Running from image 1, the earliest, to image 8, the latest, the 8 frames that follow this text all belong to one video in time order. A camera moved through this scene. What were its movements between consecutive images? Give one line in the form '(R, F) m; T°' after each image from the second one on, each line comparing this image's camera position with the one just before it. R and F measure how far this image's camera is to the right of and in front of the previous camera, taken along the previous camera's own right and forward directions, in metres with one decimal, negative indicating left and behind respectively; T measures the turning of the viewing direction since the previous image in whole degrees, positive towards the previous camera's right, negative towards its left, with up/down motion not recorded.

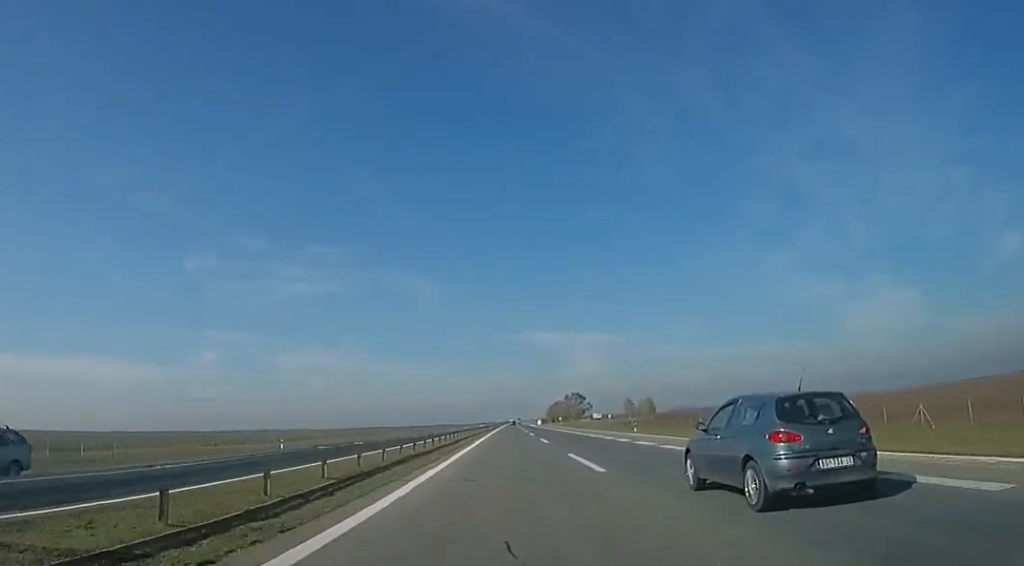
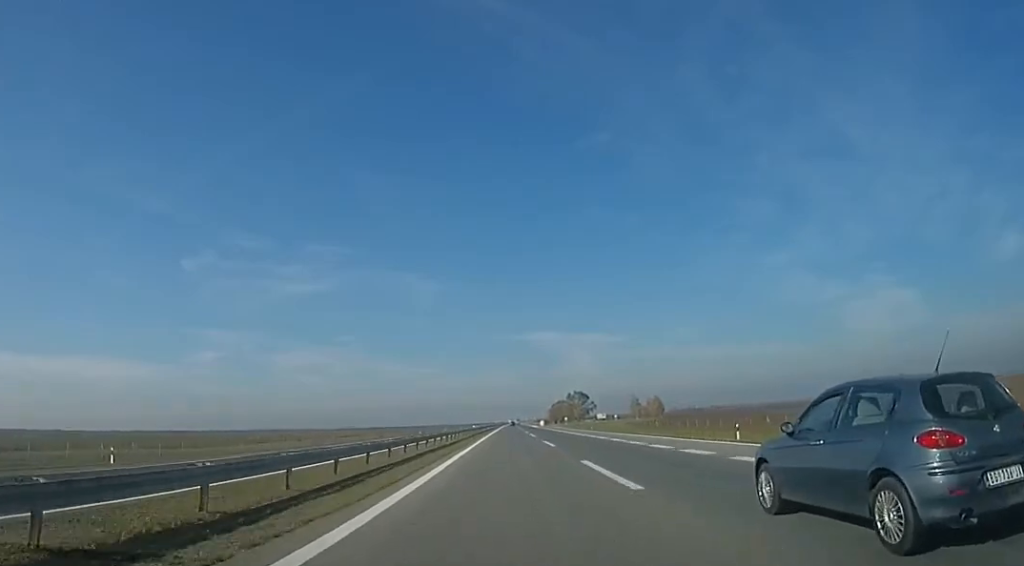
(-0.2, +22.7) m; -1°
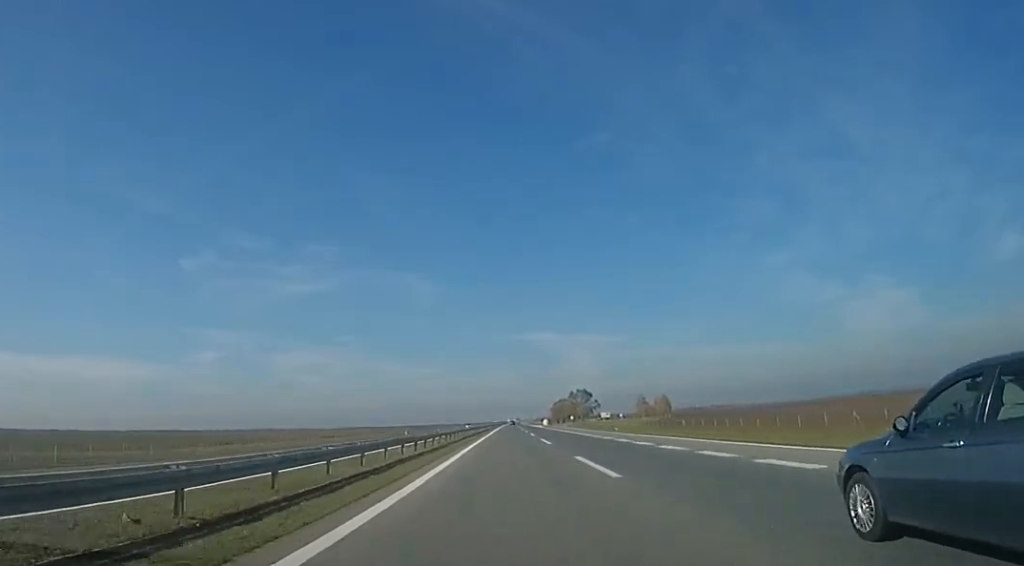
(0.0, +16.8) m; 0°
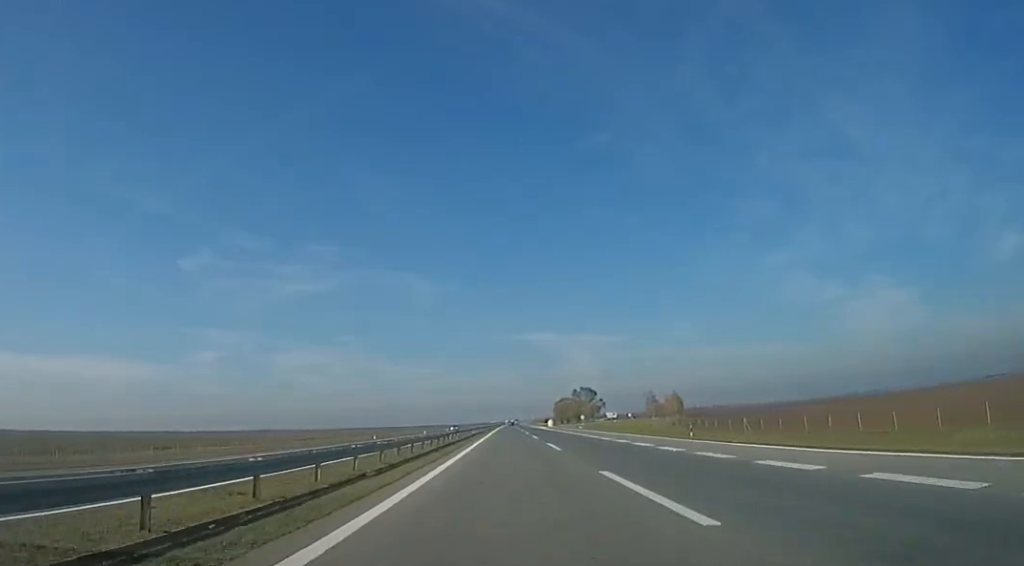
(0.0, +25.0) m; 0°
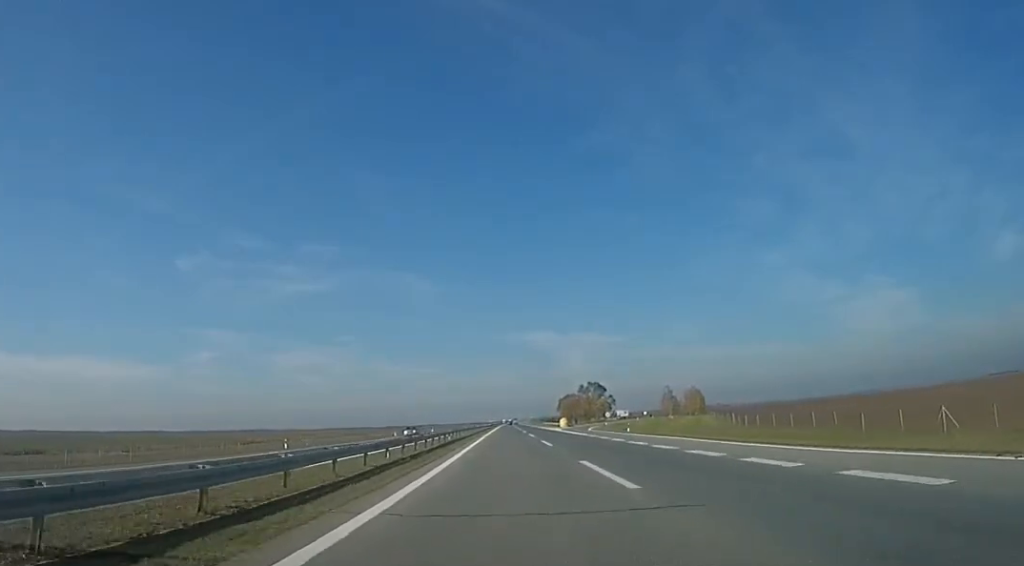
(0.0, +34.1) m; 0°
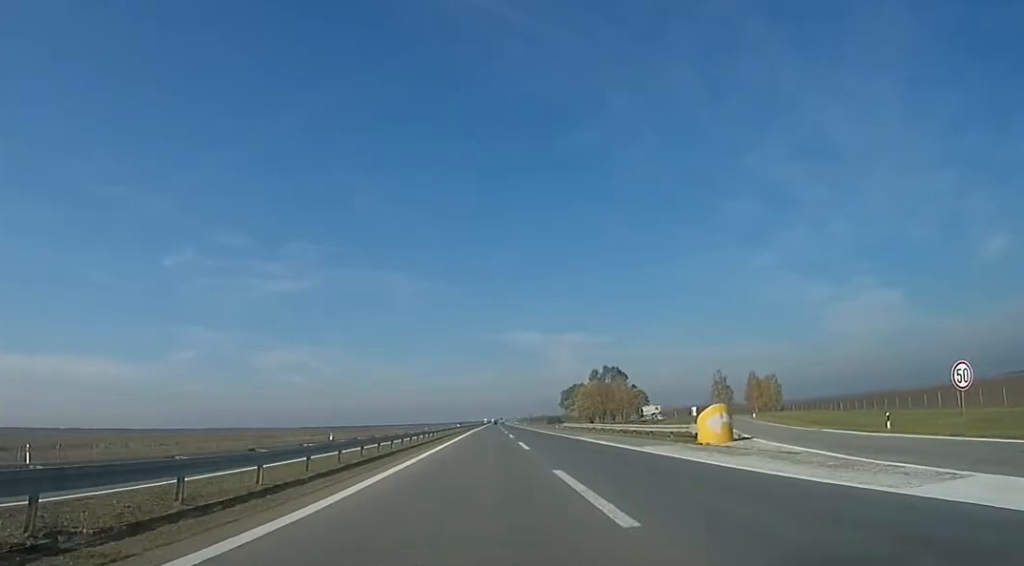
(0.0, +78.6) m; 0°
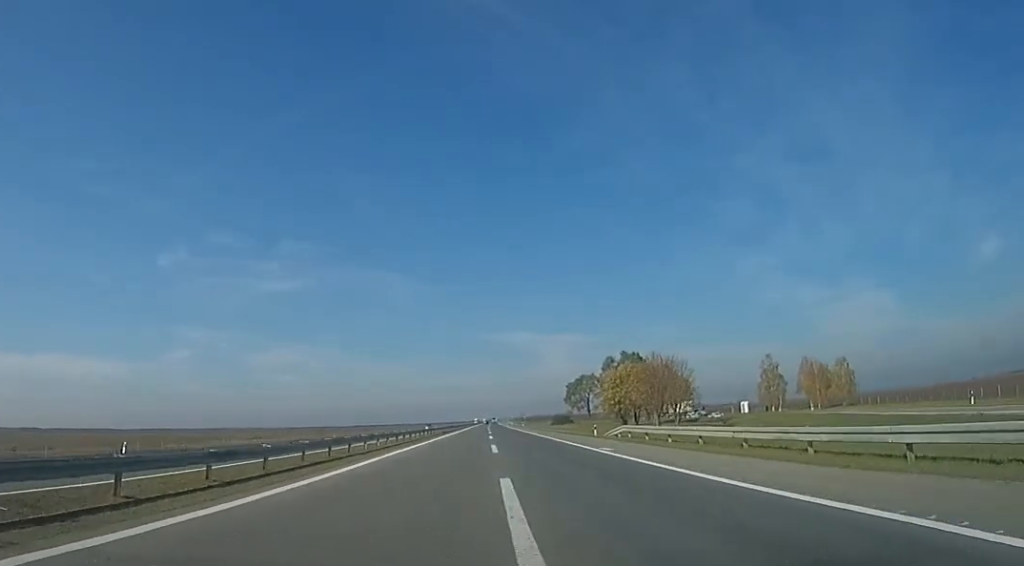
(0.0, +40.0) m; 0°
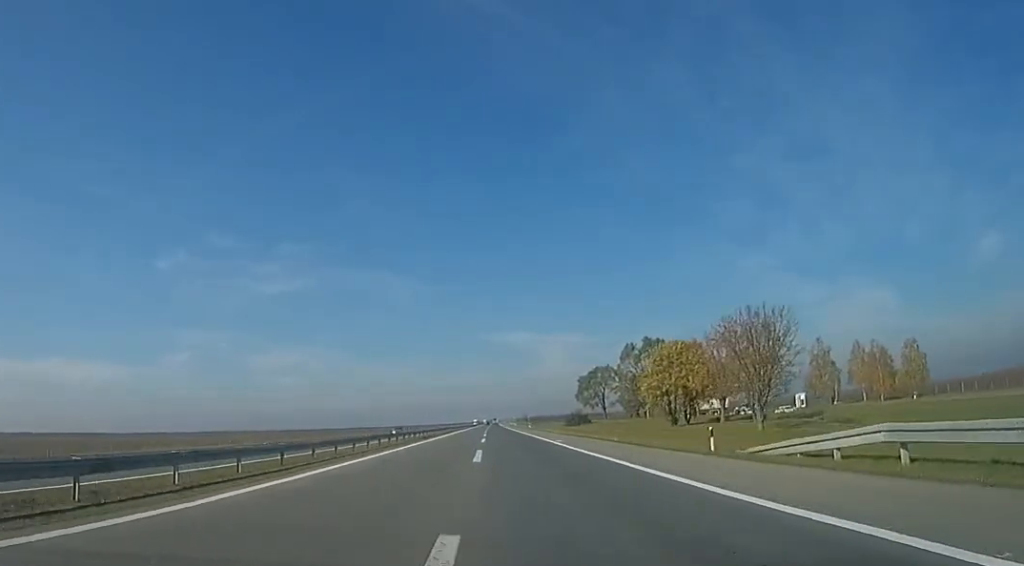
(0.0, +24.4) m; +1°
